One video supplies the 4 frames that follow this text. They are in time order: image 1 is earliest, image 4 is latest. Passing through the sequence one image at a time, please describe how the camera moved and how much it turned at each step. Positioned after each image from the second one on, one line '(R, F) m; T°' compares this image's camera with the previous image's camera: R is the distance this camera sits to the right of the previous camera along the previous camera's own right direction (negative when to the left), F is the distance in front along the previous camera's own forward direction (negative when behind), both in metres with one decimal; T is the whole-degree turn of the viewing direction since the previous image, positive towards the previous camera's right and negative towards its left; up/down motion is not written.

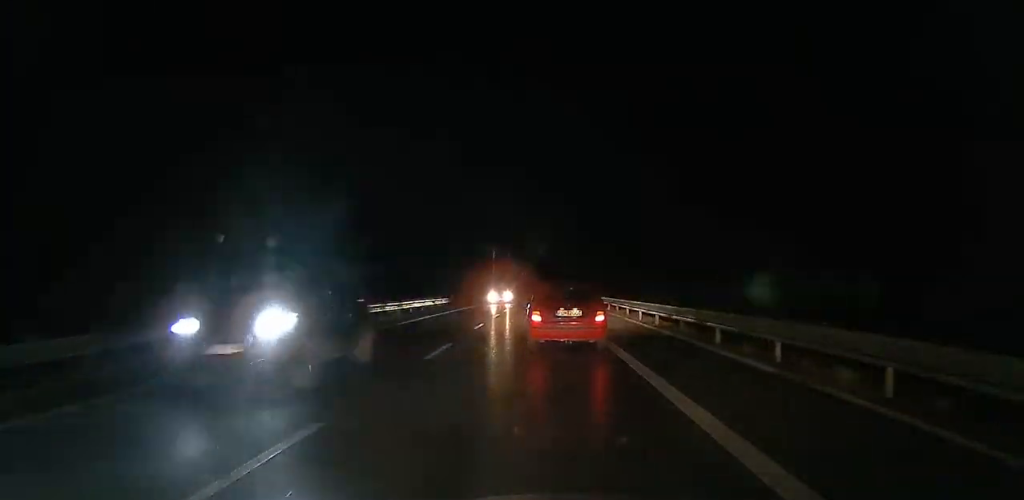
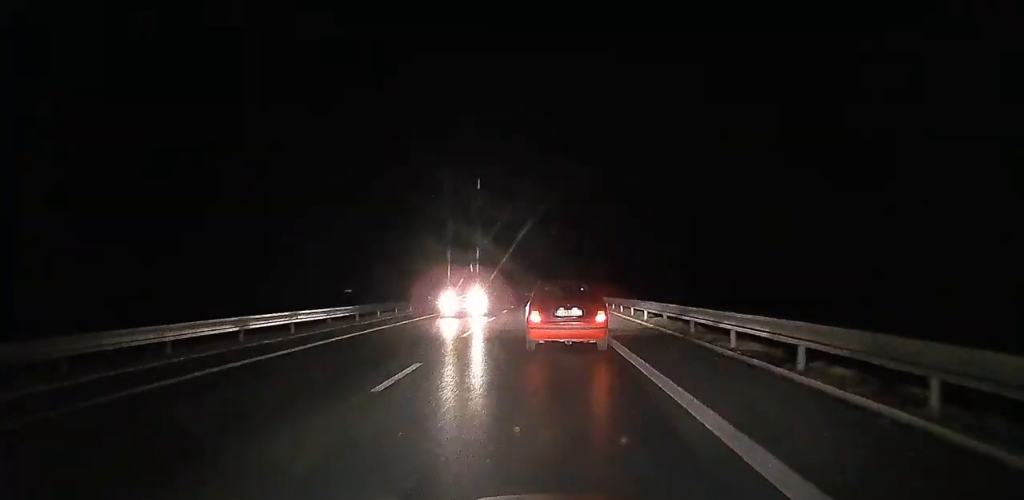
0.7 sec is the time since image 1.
(+0.2, +12.8) m; +2°
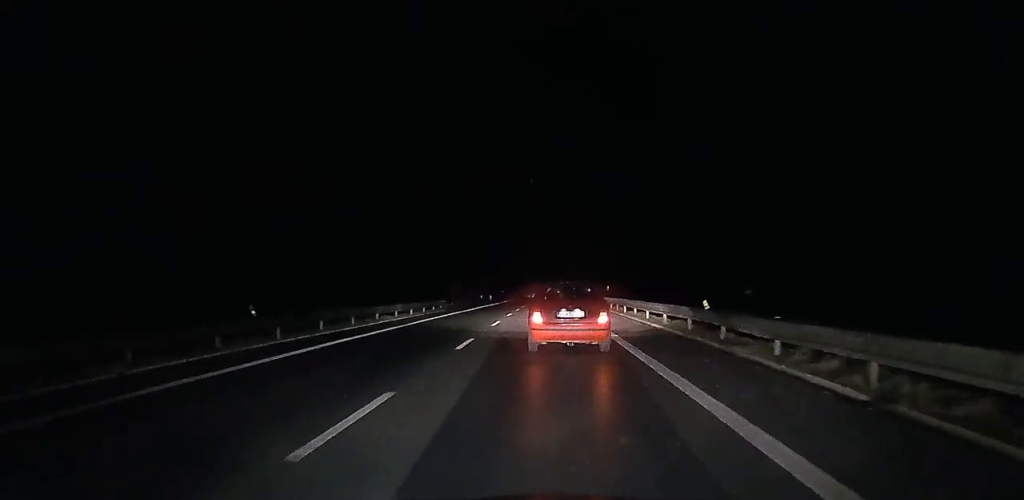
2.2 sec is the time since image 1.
(+1.4, +30.1) m; -2°
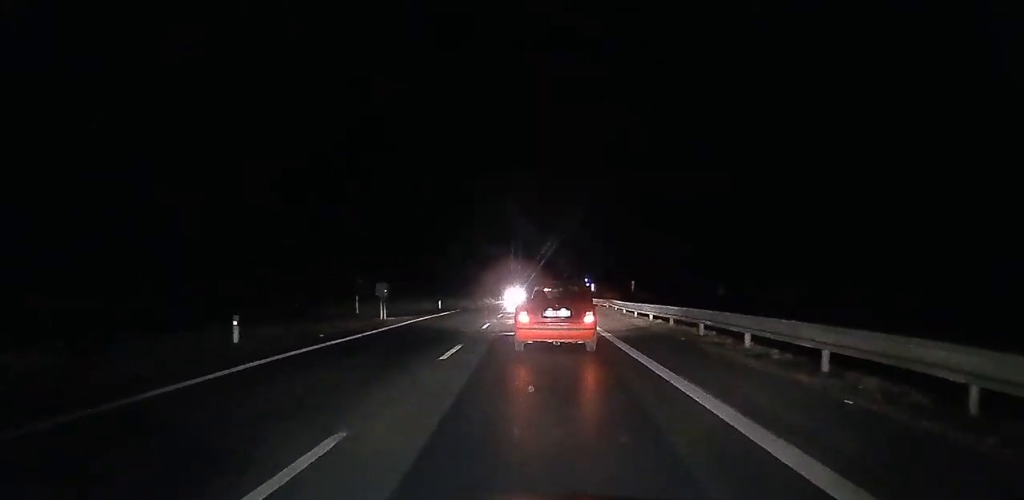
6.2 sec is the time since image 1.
(-0.3, +75.0) m; -1°
